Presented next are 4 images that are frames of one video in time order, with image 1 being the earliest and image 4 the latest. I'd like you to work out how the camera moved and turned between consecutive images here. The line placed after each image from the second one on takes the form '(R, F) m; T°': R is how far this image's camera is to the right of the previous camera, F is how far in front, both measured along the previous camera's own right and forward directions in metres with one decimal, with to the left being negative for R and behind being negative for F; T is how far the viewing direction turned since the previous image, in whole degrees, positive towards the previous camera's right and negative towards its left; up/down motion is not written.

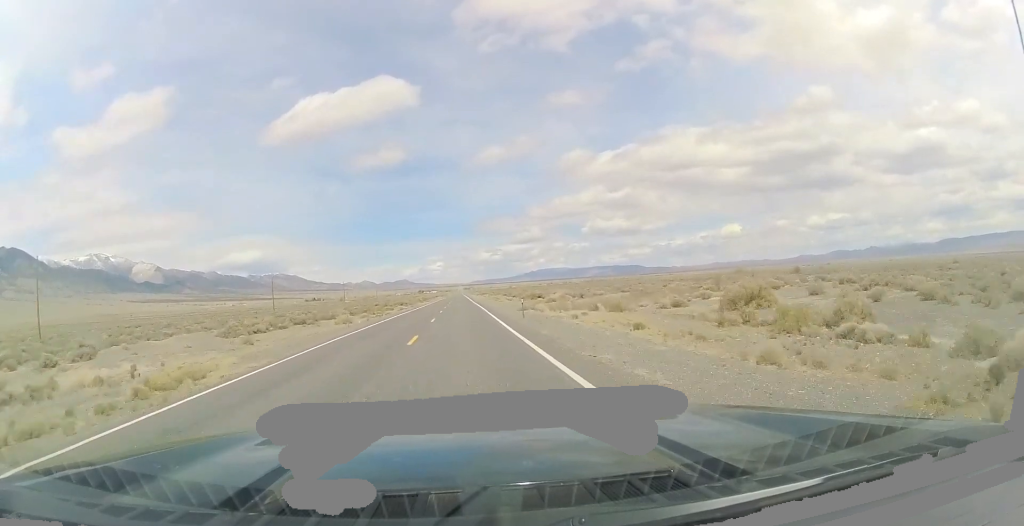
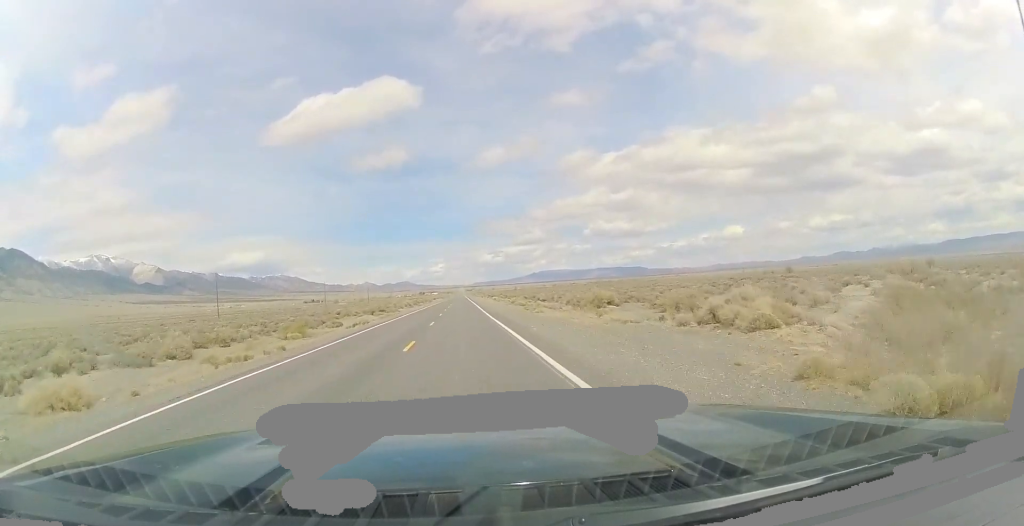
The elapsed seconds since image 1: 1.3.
(+0.1, +42.4) m; 0°
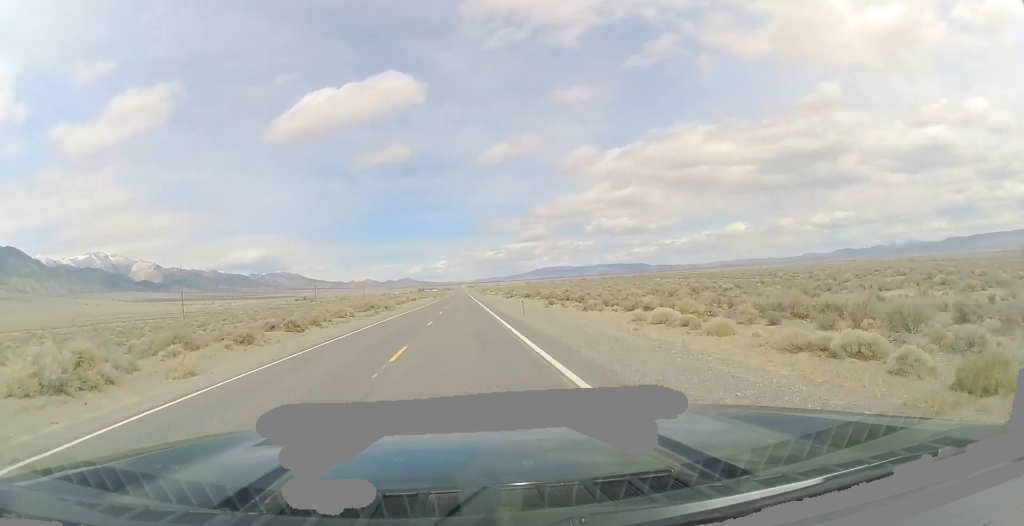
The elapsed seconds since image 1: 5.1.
(-0.6, +125.8) m; +1°
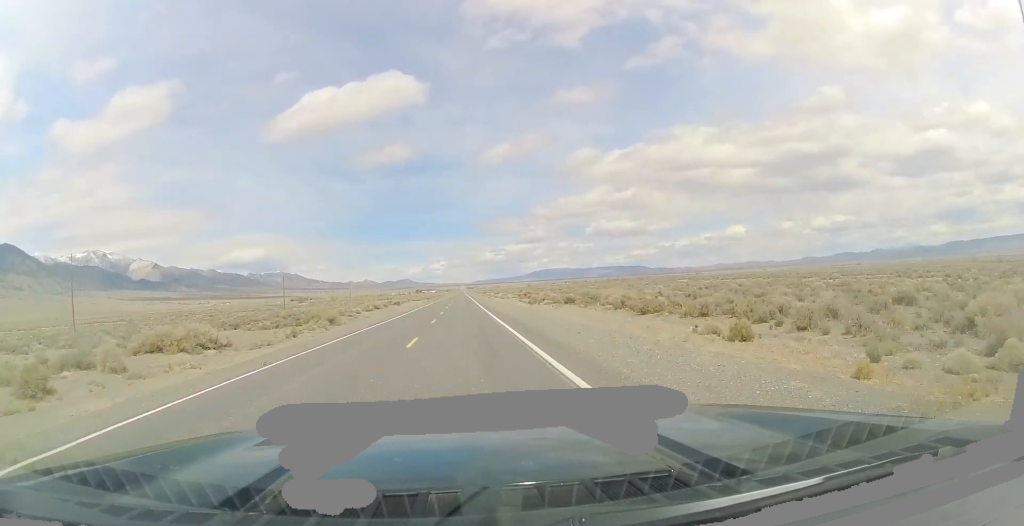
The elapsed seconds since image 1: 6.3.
(0.0, +37.5) m; -1°
